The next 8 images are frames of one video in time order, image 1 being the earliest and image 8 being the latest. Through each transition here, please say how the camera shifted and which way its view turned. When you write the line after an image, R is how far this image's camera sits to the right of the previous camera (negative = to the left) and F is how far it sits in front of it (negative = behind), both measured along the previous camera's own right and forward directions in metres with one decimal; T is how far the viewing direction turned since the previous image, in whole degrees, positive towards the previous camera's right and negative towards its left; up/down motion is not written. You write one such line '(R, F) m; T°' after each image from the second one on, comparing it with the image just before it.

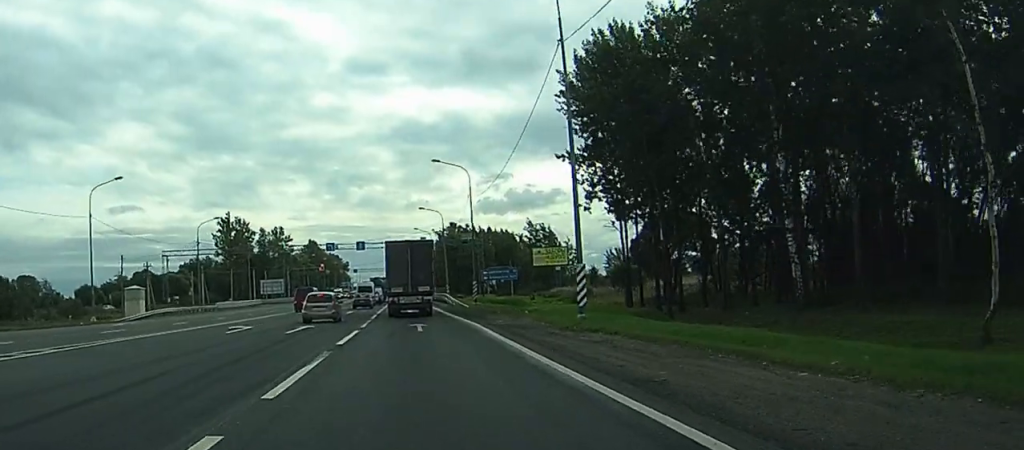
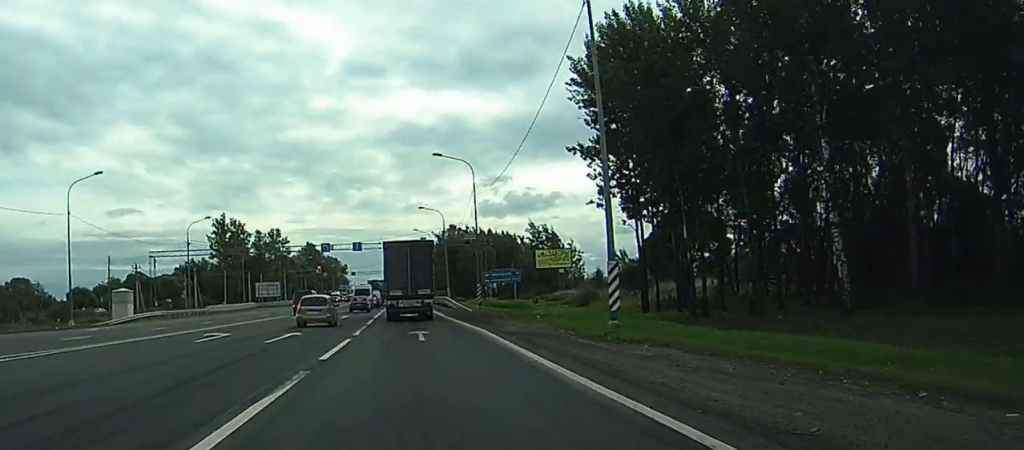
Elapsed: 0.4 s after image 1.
(+0.1, +4.7) m; -1°
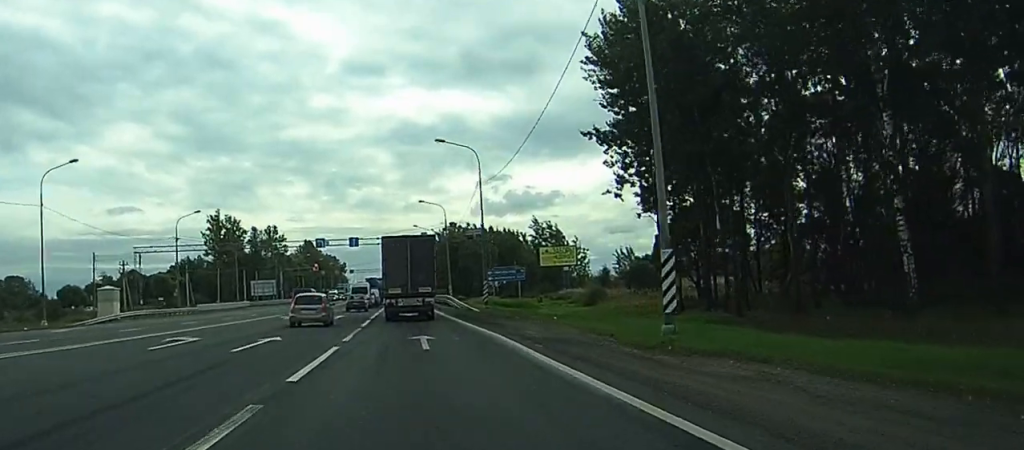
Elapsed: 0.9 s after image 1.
(-0.6, +5.0) m; -2°
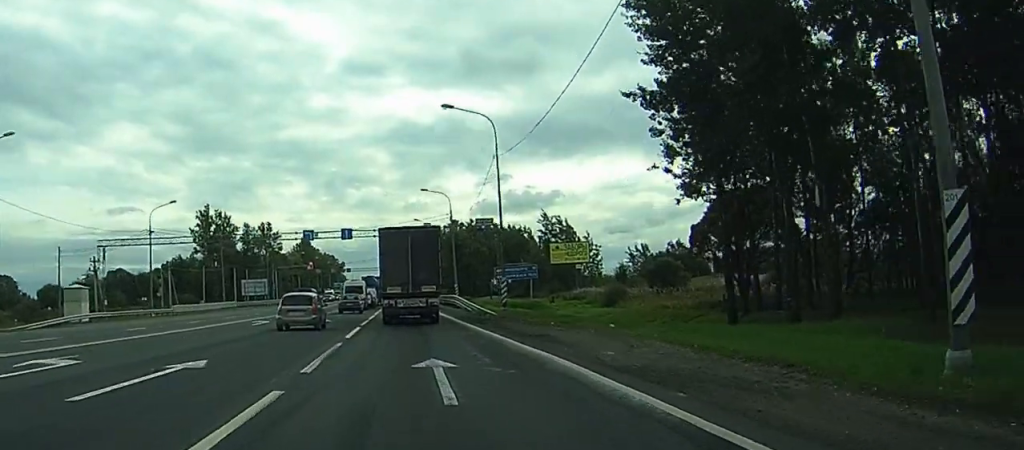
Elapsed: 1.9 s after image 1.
(-0.1, +10.7) m; 0°
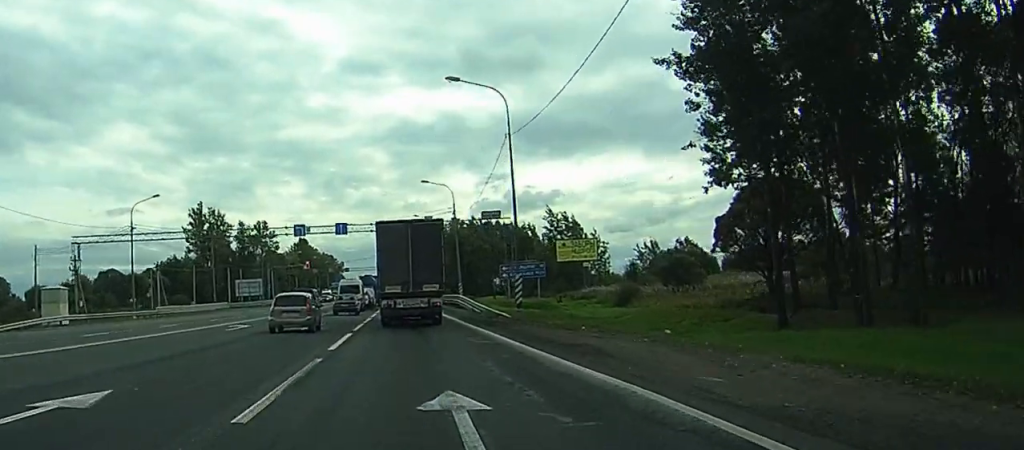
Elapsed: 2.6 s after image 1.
(+0.1, +6.3) m; +1°
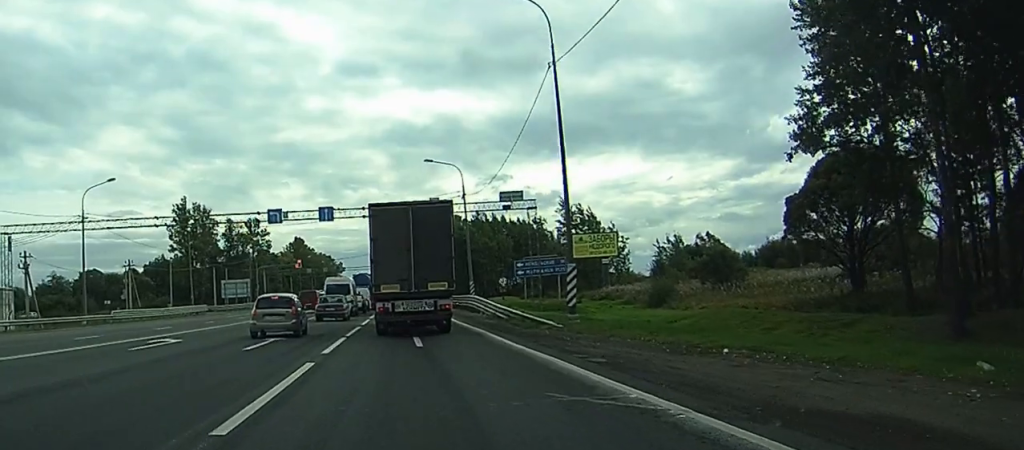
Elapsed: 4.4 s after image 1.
(-0.1, +13.6) m; 0°
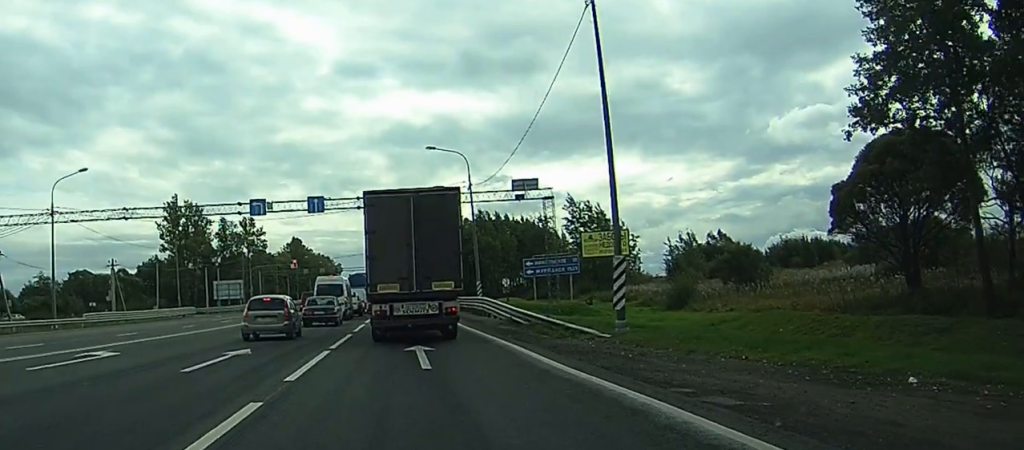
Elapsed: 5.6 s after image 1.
(+0.1, +6.9) m; 0°
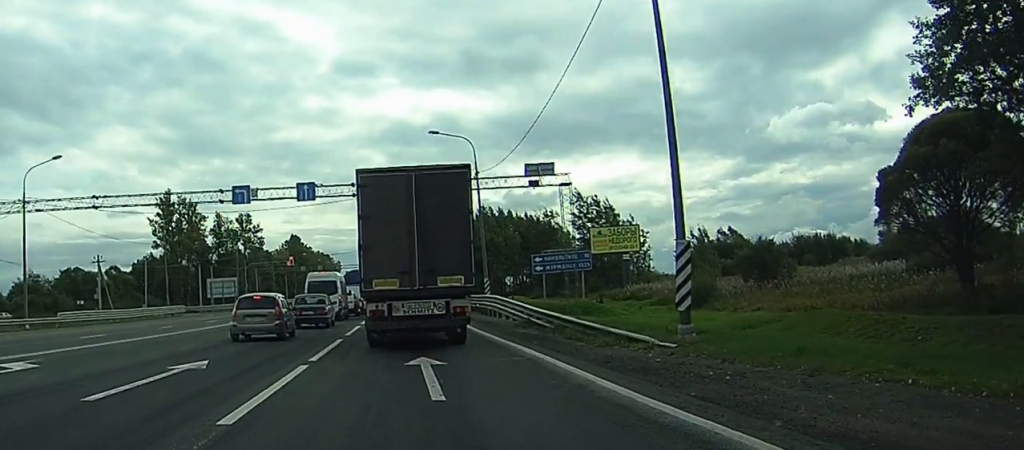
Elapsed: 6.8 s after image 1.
(-0.1, +5.7) m; -2°
